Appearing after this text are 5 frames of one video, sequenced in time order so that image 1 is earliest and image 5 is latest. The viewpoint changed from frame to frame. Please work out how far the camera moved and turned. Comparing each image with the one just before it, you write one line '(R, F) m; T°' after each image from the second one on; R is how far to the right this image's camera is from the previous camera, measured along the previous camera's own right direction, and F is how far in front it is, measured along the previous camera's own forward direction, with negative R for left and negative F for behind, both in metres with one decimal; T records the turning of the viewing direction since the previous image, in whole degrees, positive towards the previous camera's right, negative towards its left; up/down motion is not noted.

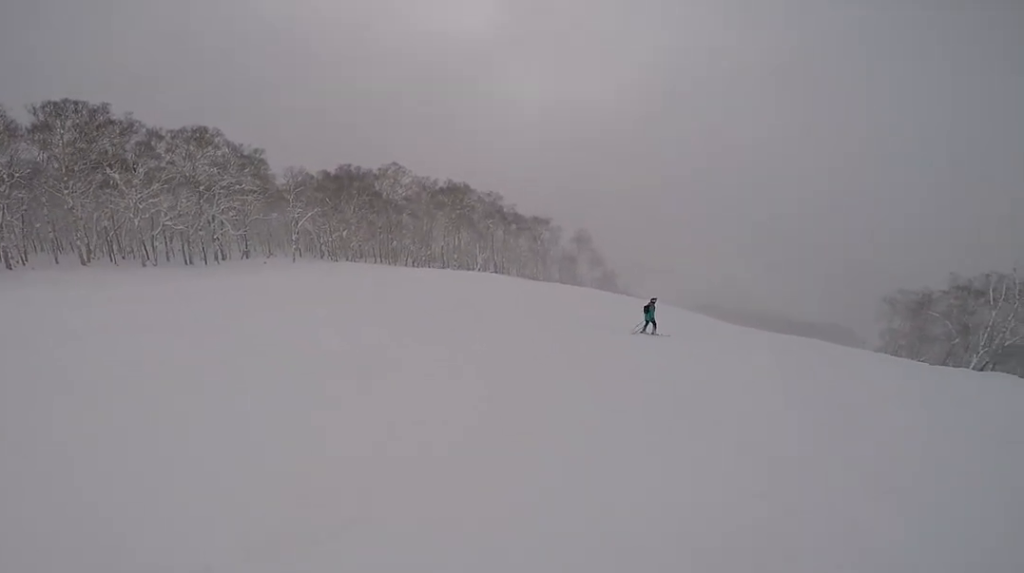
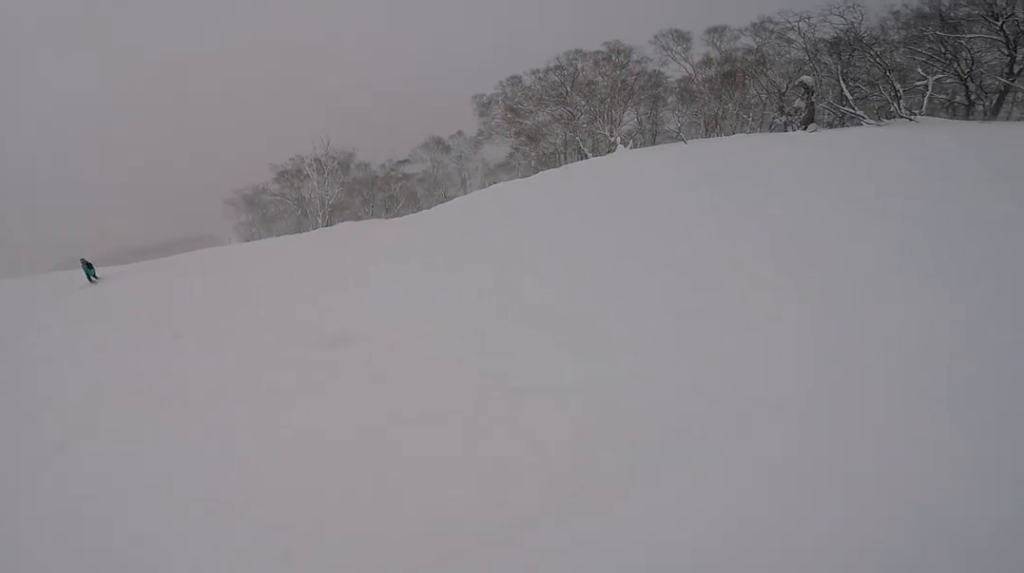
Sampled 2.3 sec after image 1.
(+3.4, +6.3) m; +57°
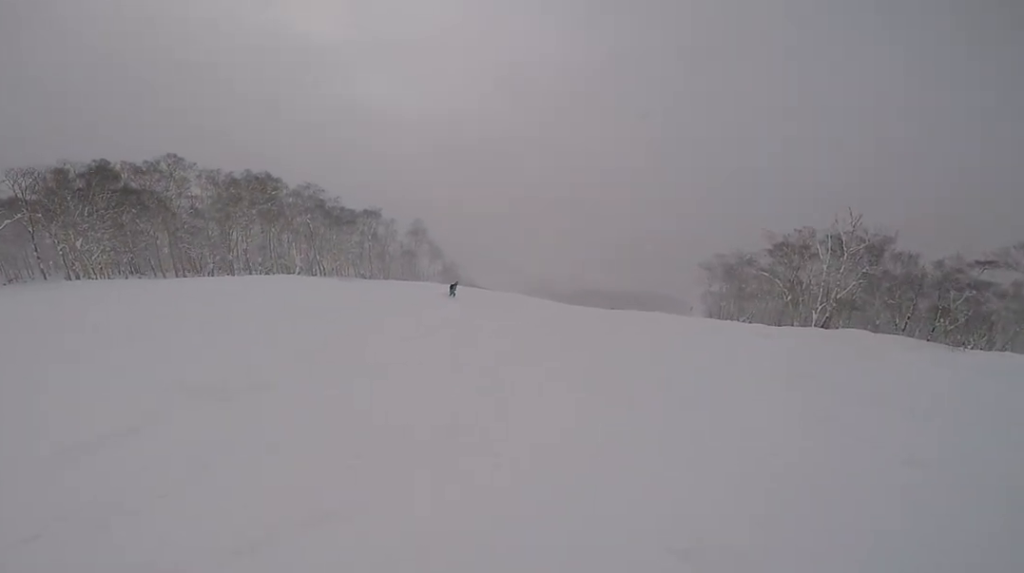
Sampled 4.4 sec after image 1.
(-0.9, +7.4) m; -38°
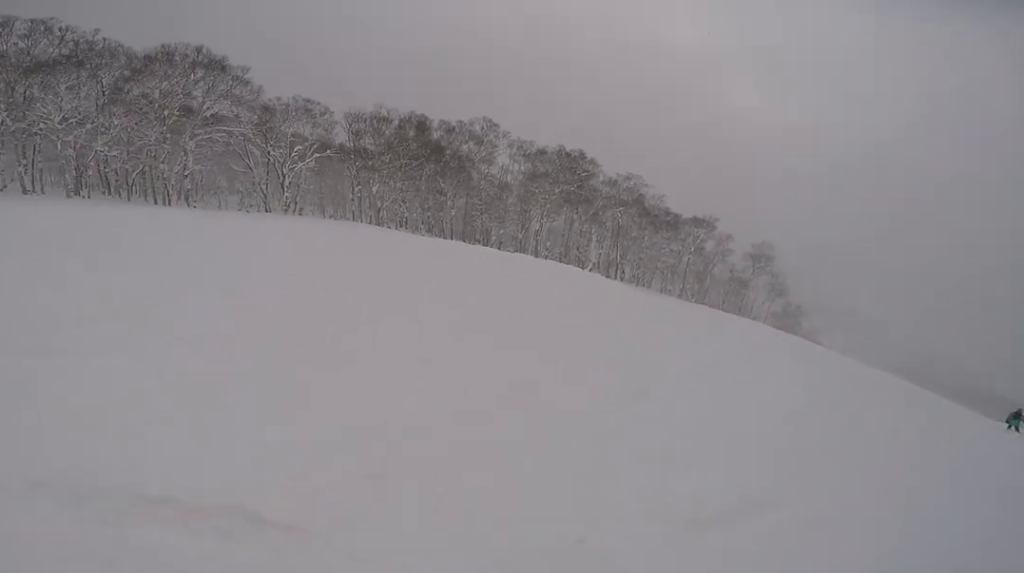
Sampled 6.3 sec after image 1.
(-2.9, +7.2) m; -33°
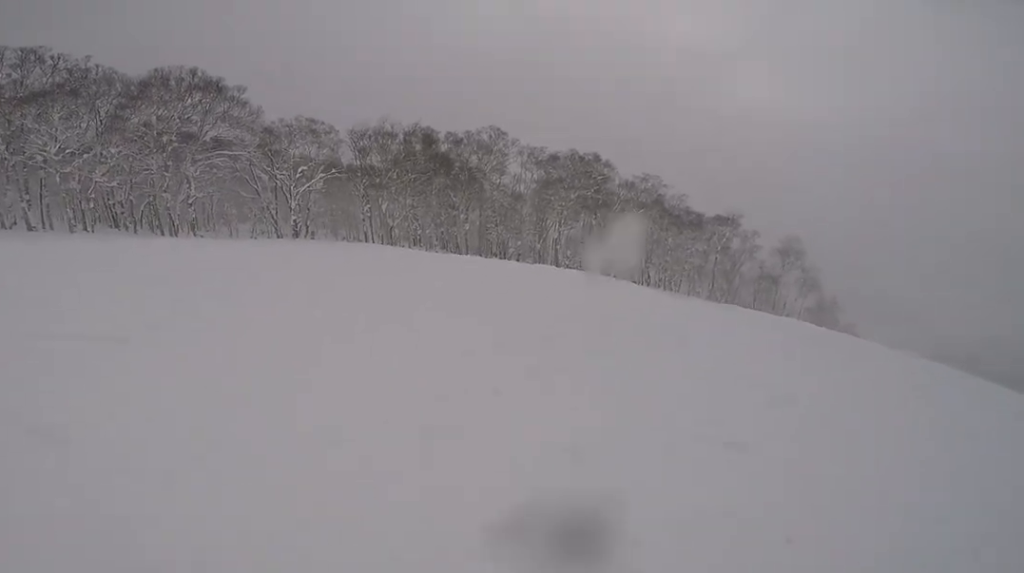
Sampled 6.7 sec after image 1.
(-0.1, +1.7) m; -4°
